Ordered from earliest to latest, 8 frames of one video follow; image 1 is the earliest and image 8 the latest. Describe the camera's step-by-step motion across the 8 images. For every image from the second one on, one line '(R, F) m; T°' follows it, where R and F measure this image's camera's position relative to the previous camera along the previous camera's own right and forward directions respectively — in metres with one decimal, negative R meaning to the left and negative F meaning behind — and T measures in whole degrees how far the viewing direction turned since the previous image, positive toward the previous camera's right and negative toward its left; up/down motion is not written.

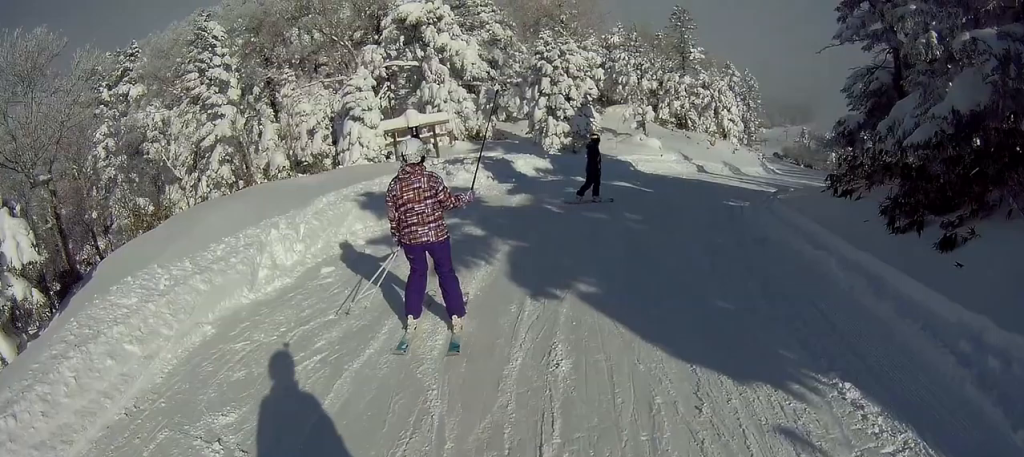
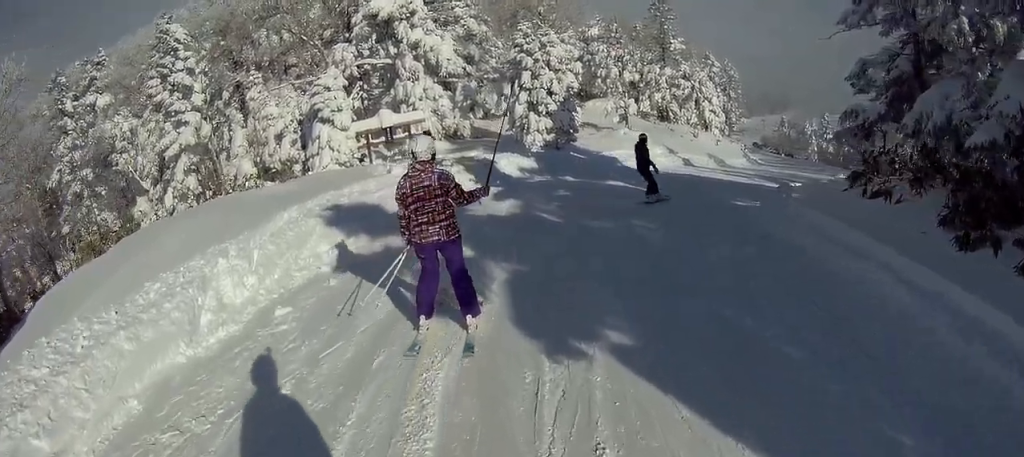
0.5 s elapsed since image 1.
(-0.5, +1.4) m; -1°
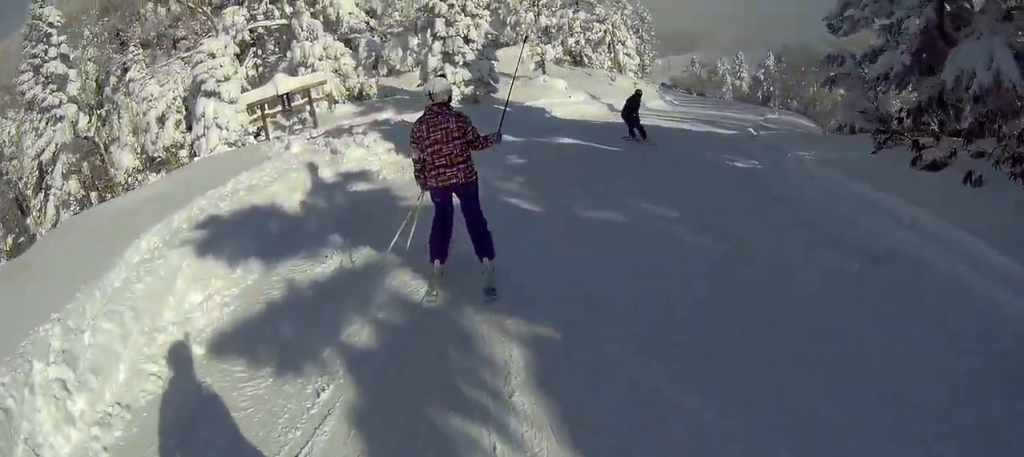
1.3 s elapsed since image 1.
(+0.6, +2.7) m; +5°
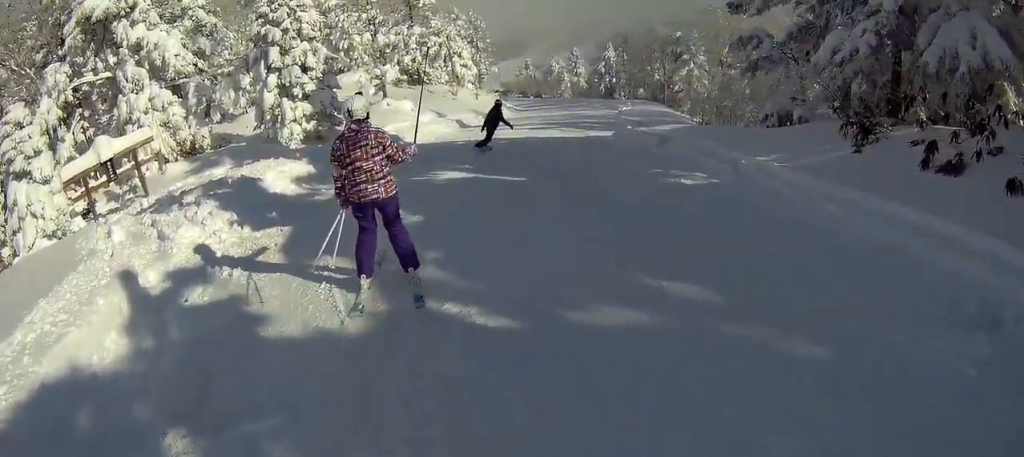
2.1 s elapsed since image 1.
(-0.1, +2.7) m; +17°
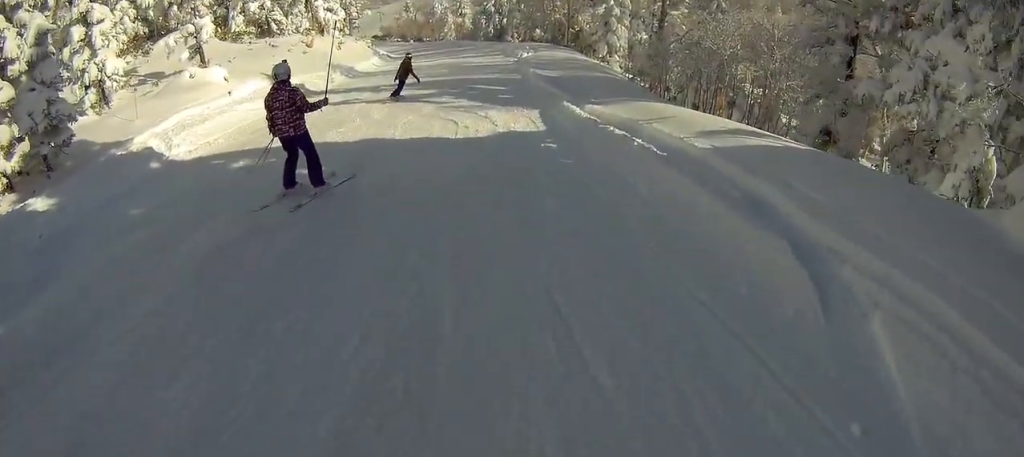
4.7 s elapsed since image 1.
(+4.0, +12.4) m; +14°
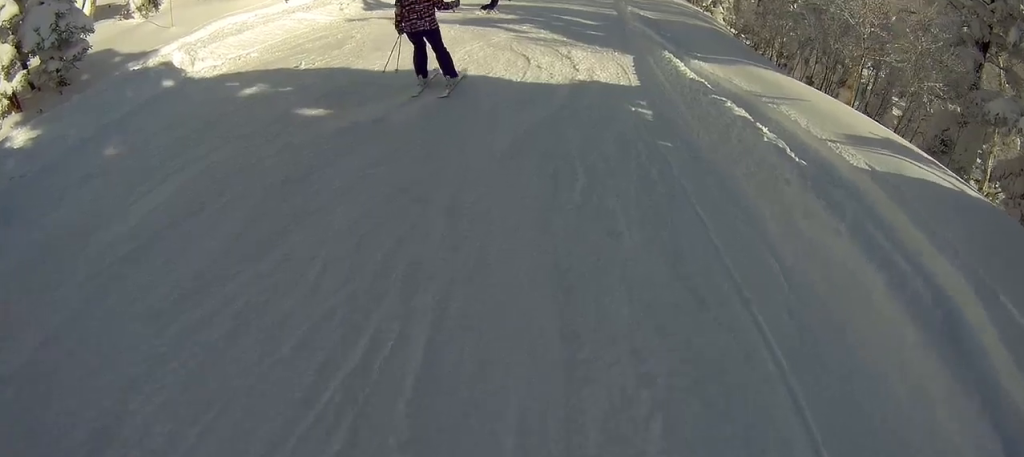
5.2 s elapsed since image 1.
(-0.1, +2.7) m; +7°
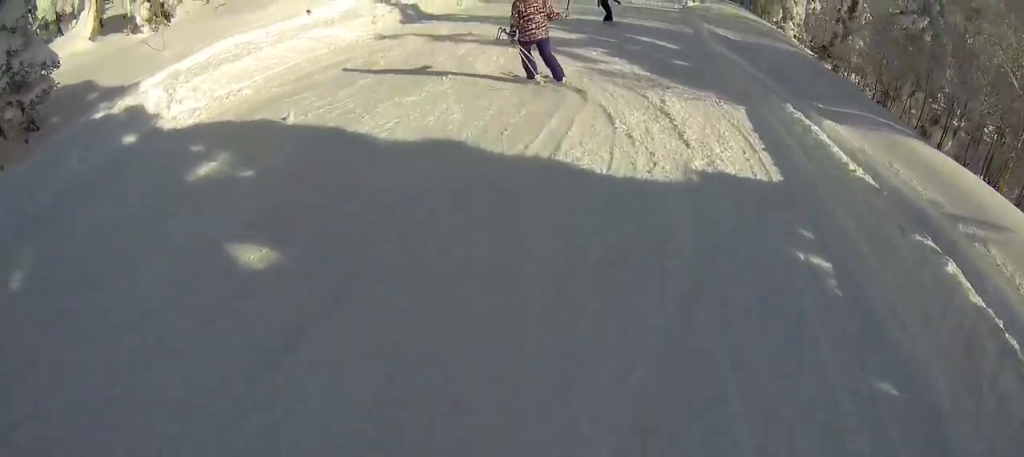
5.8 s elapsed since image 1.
(+0.1, +3.7) m; +9°
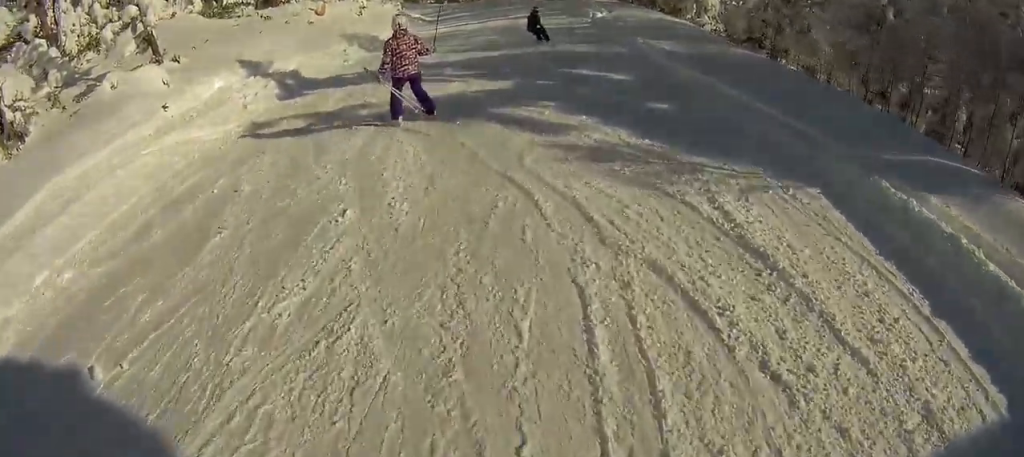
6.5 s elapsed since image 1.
(+0.9, +4.2) m; +7°
